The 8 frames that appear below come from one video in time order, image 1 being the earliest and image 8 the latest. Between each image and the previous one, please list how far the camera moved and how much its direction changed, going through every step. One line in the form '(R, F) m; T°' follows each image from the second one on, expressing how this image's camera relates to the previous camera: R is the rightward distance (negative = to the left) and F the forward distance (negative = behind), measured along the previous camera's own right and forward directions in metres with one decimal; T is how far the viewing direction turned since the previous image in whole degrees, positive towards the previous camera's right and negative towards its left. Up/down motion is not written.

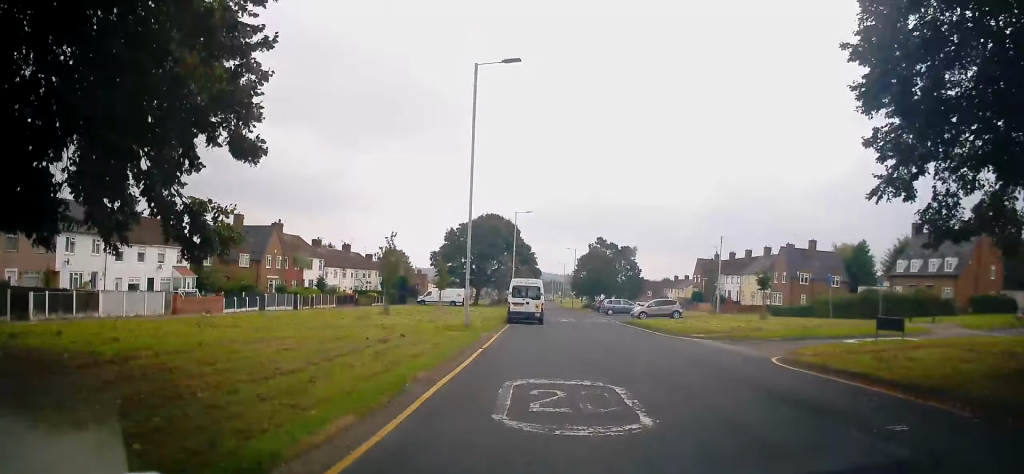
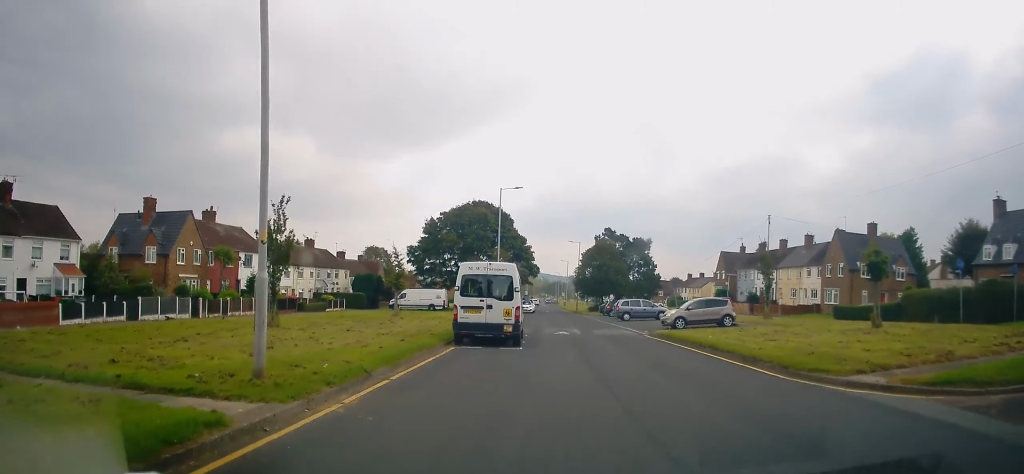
(+0.2, +14.6) m; 0°
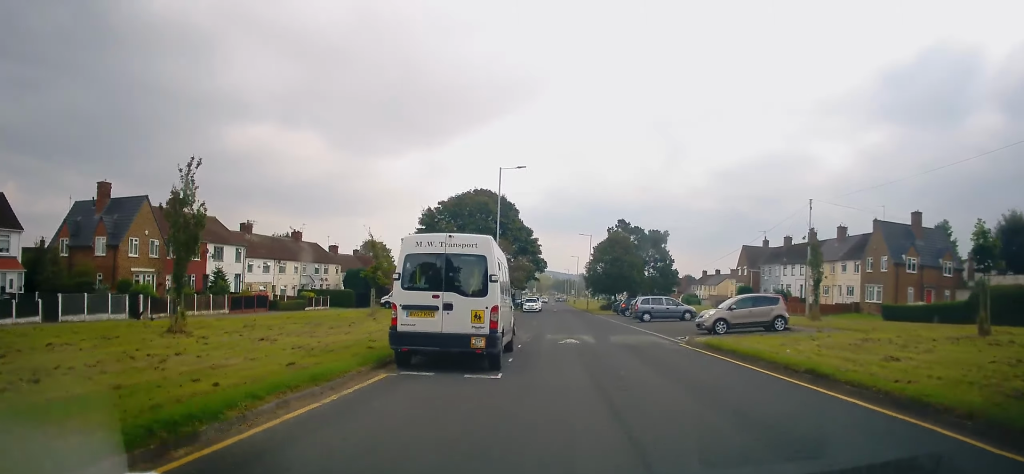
(-0.1, +6.8) m; -2°
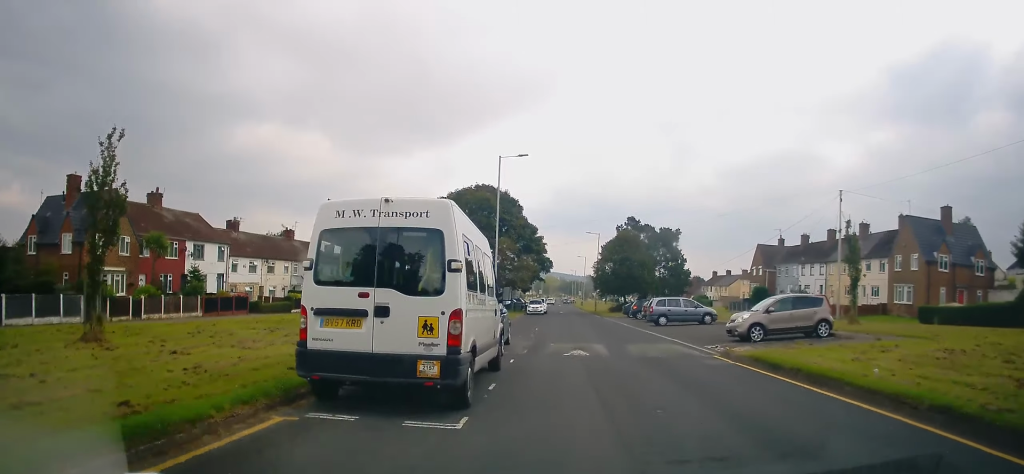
(+0.3, +4.0) m; -2°
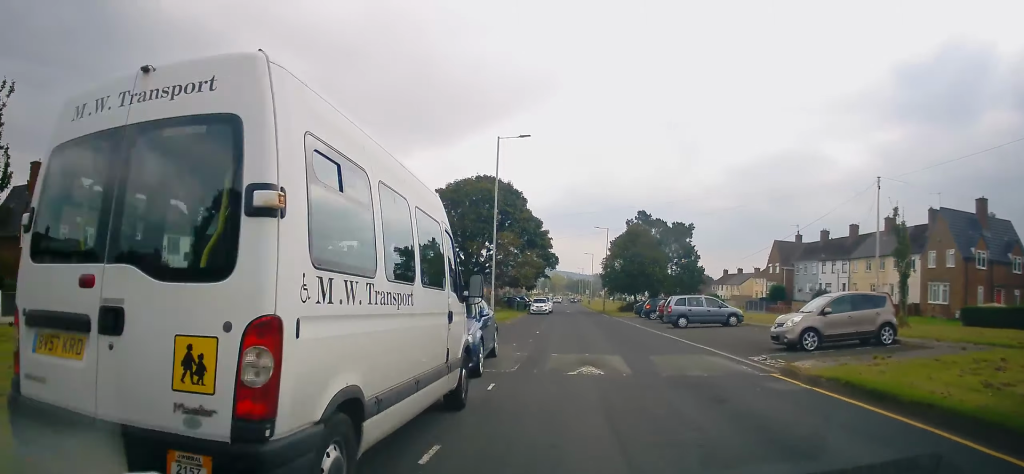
(-0.2, +4.2) m; -1°
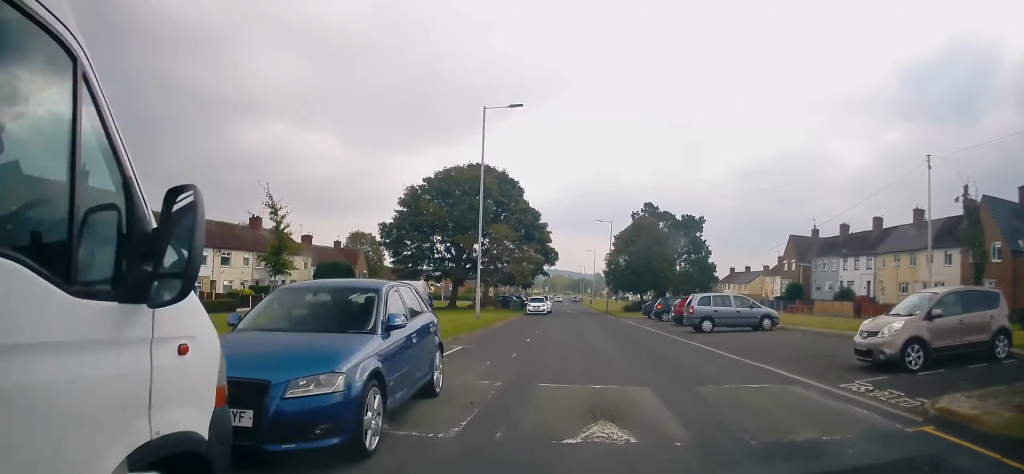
(-0.7, +5.3) m; 0°
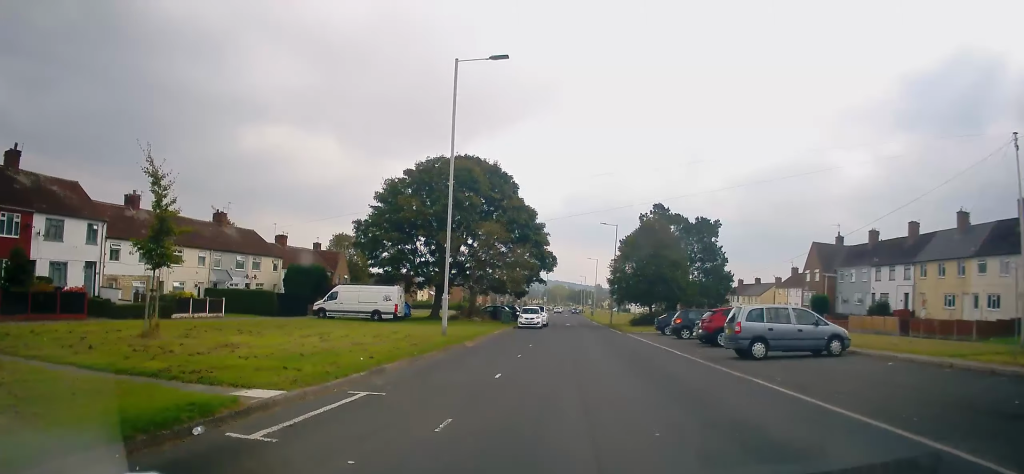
(+0.8, +6.9) m; +3°
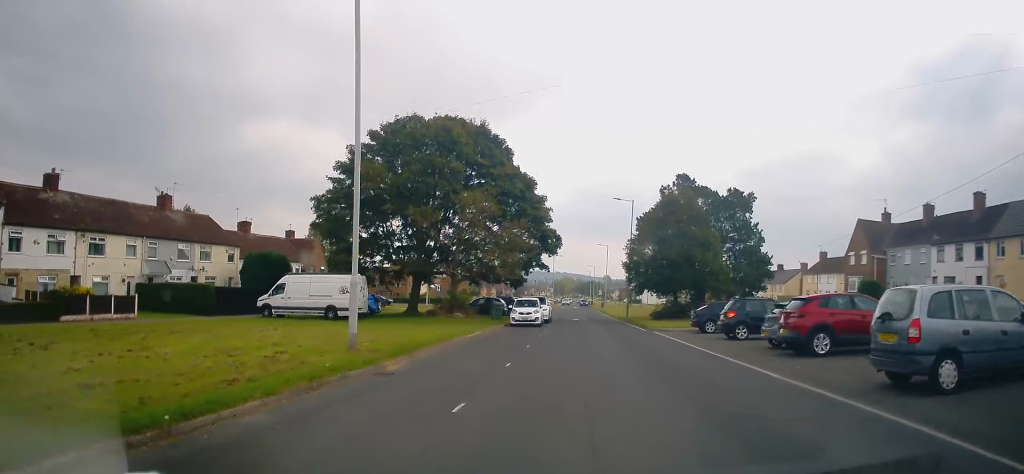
(-0.2, +9.4) m; -3°
